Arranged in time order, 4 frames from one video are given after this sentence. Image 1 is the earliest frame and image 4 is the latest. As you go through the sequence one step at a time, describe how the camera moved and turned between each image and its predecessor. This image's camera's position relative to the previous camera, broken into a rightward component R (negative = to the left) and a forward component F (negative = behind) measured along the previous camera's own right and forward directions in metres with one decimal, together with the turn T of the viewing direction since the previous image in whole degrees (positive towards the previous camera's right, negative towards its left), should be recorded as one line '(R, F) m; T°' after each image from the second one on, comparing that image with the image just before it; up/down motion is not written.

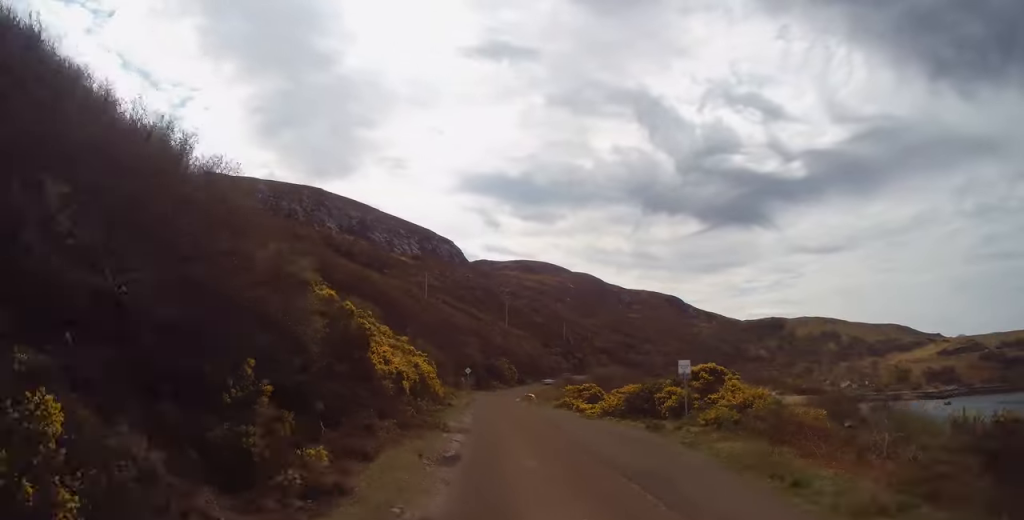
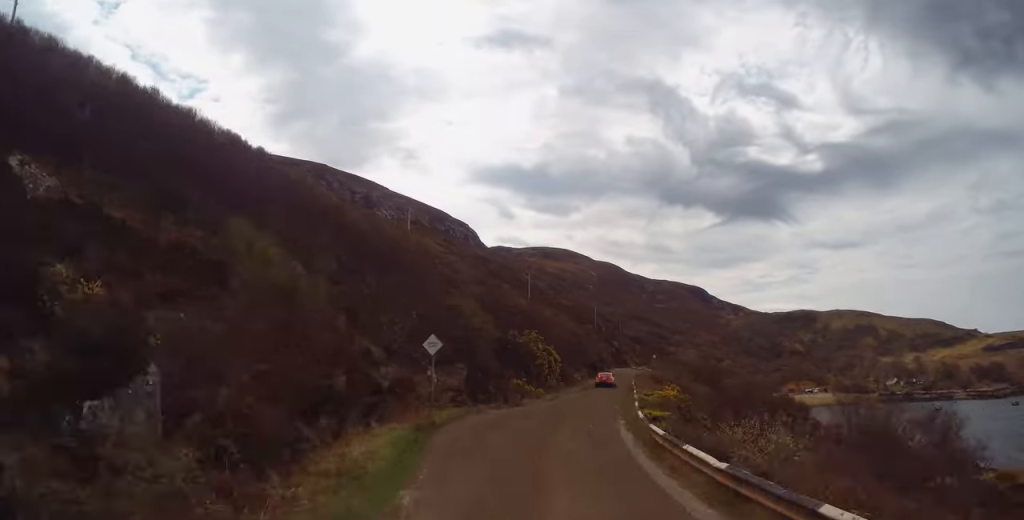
(+5.1, +74.5) m; +9°
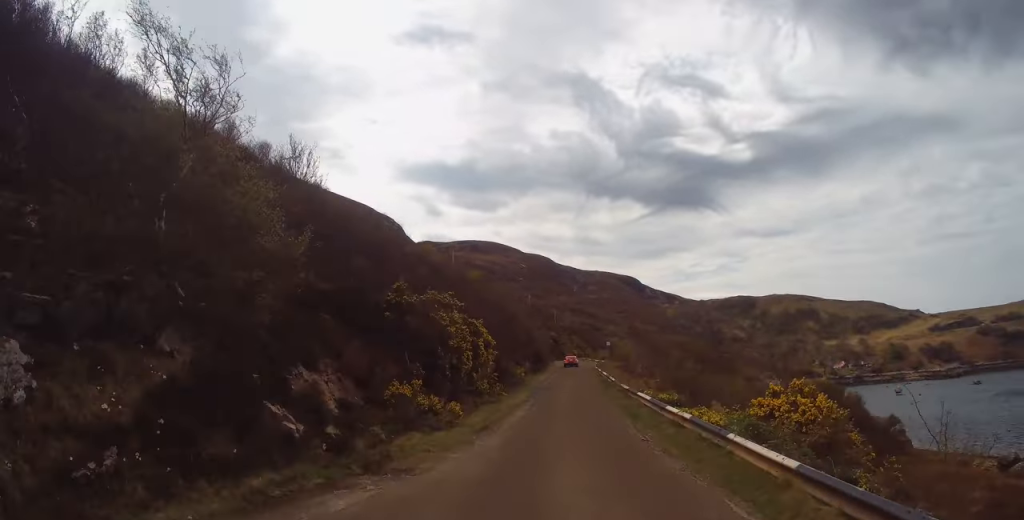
(+0.2, +19.5) m; +2°
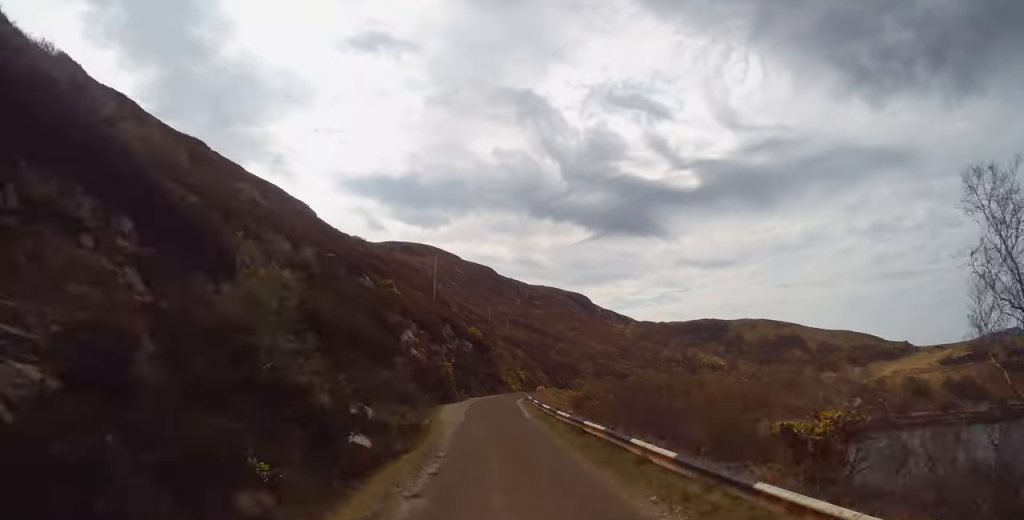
(+2.3, +97.4) m; +3°
